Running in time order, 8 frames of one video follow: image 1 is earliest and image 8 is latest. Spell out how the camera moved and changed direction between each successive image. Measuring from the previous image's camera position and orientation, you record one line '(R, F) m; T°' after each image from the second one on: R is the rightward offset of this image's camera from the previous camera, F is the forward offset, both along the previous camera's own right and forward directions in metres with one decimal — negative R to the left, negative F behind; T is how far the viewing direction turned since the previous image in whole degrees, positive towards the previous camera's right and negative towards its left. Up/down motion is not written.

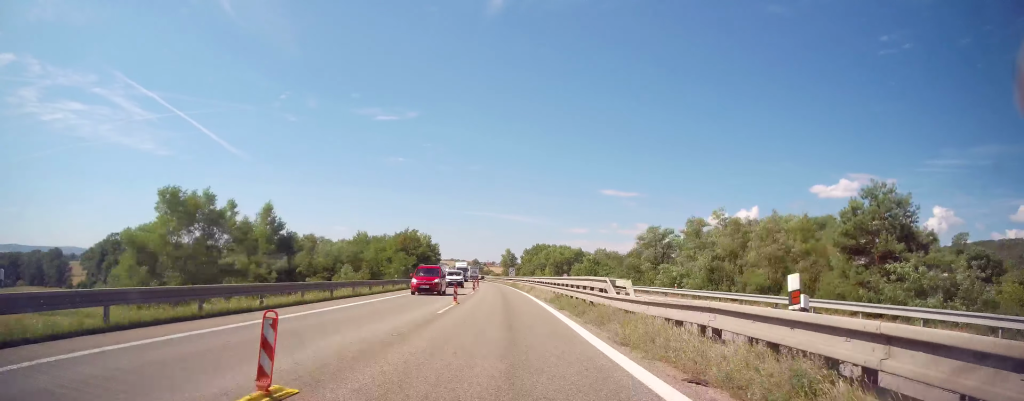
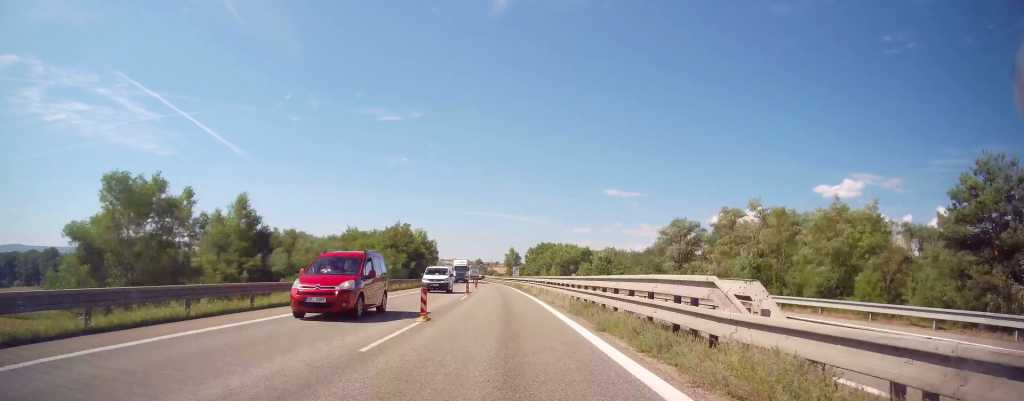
(0.0, +8.7) m; -1°
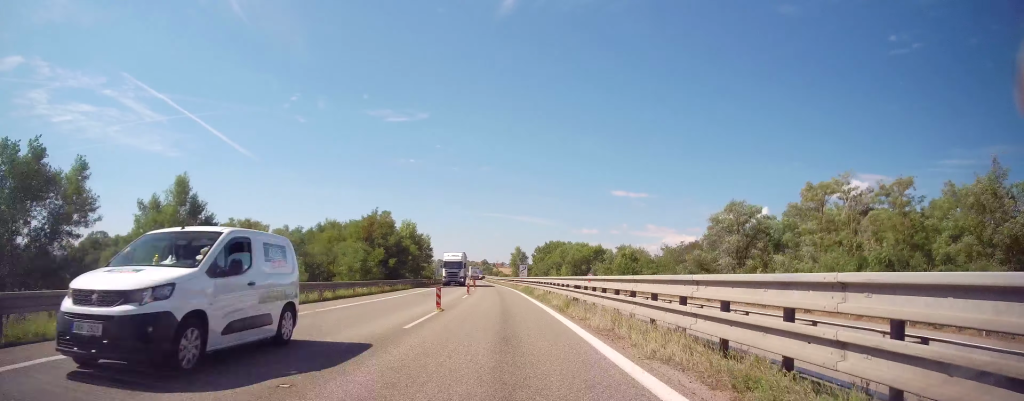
(-0.2, +14.8) m; -1°
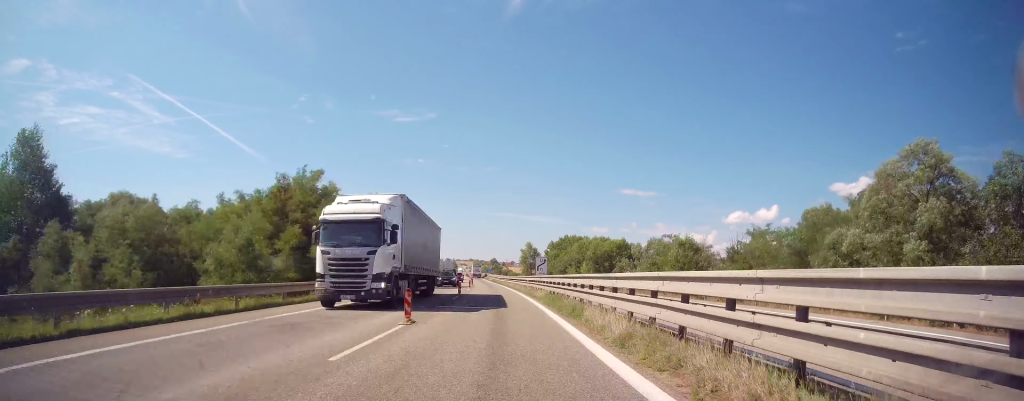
(-0.1, +22.6) m; -1°
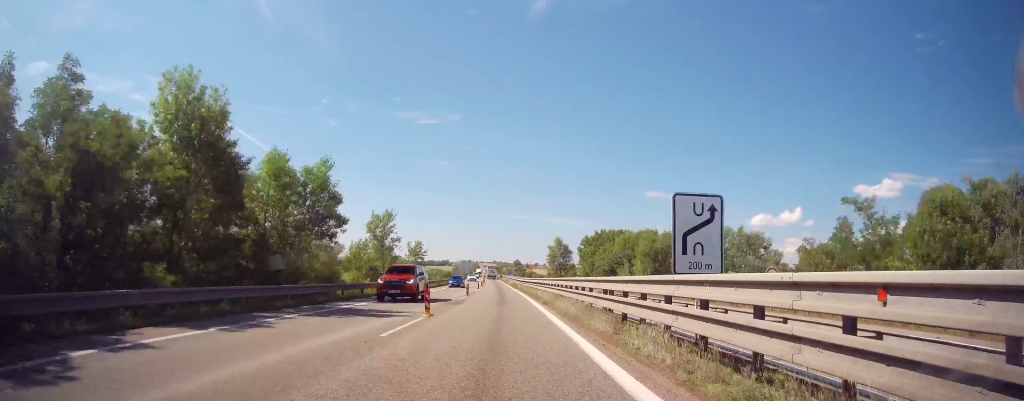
(-0.5, +32.5) m; -2°
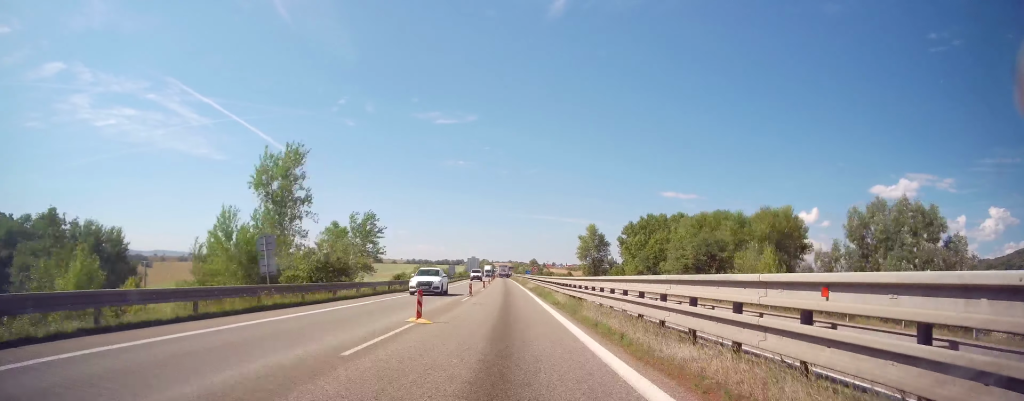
(-0.4, +38.6) m; -1°
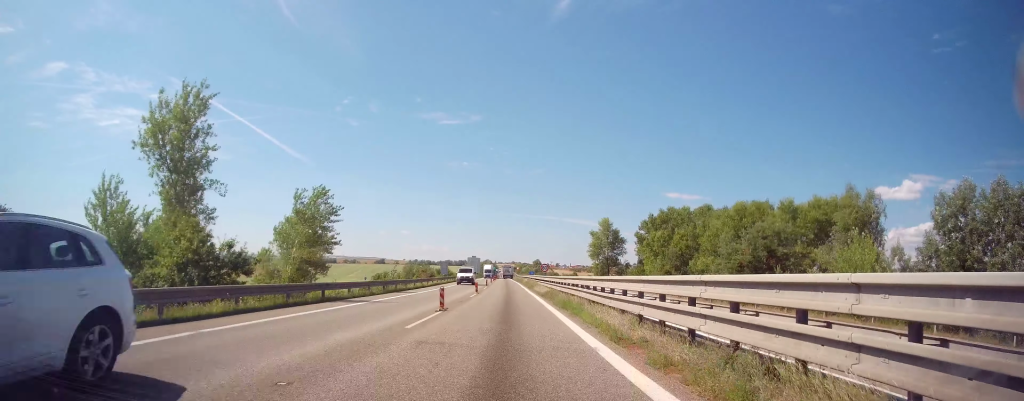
(-0.2, +13.9) m; -1°
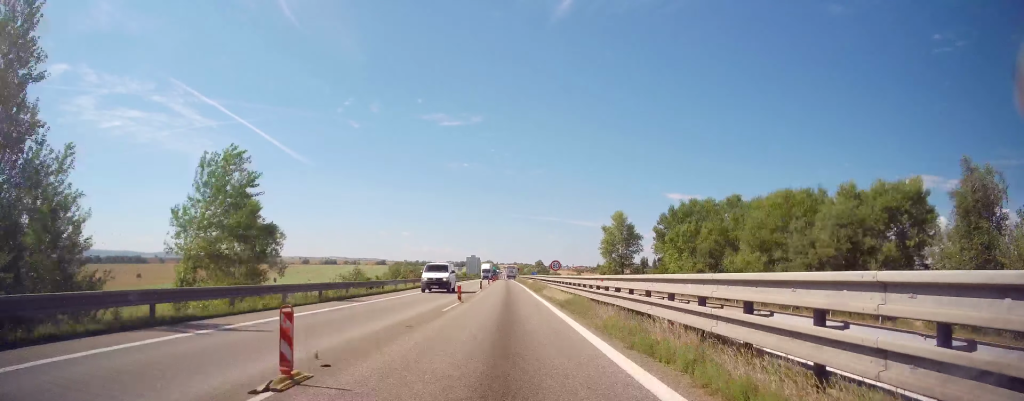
(-0.1, +12.2) m; -1°
